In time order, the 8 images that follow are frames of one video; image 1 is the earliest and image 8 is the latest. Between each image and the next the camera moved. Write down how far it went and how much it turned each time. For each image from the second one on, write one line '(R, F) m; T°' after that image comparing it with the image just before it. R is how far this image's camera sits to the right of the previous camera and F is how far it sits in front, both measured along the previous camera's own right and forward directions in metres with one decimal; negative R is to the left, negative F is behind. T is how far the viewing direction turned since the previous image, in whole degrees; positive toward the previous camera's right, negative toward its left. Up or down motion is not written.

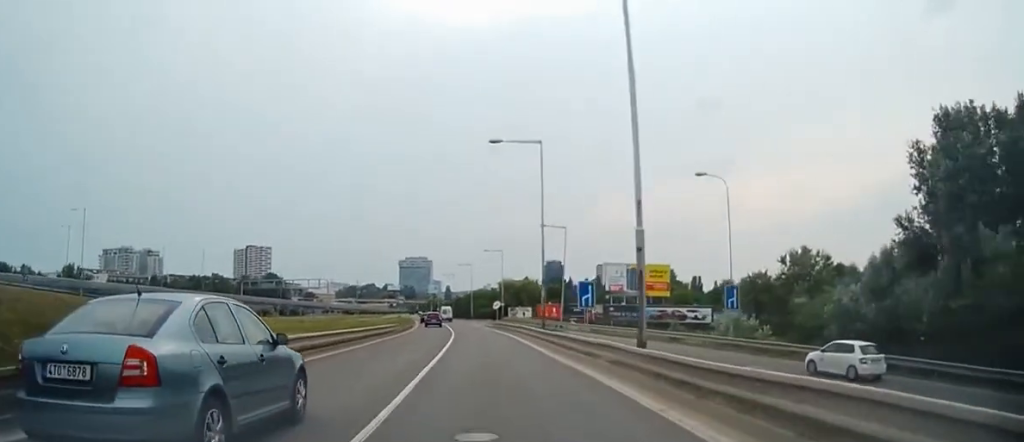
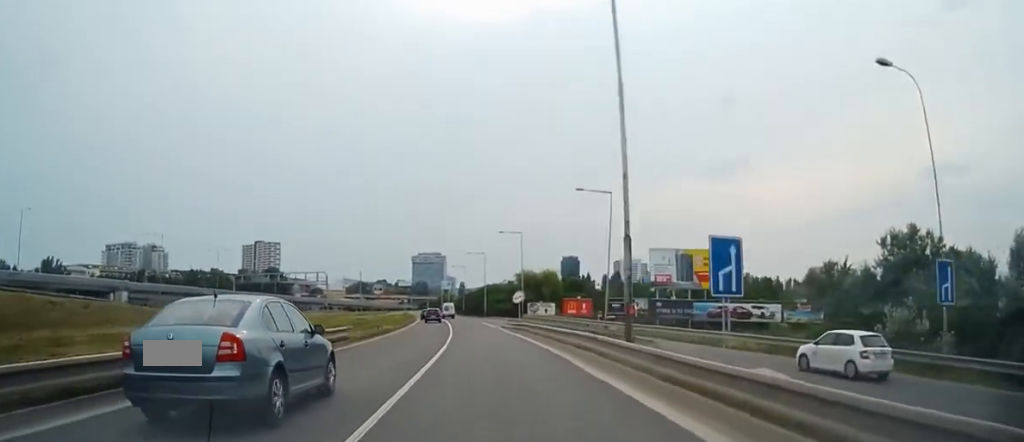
(-0.4, +18.7) m; -1°
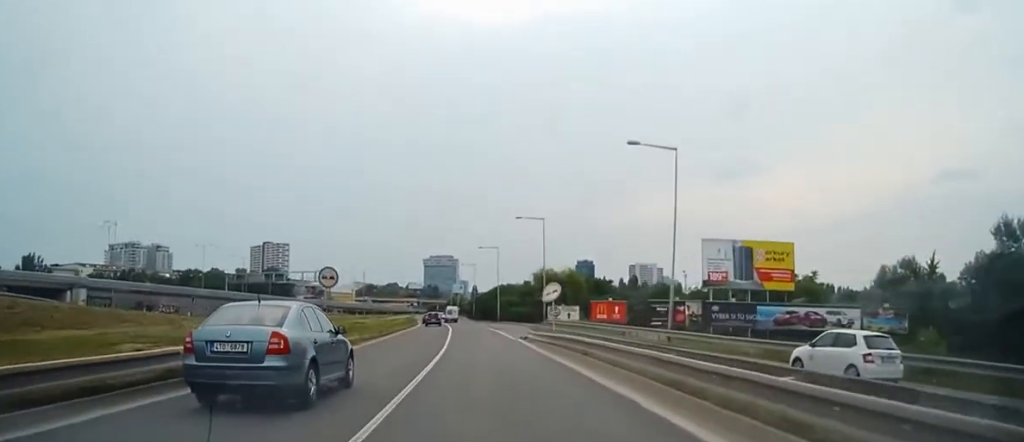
(-0.1, +15.0) m; 0°
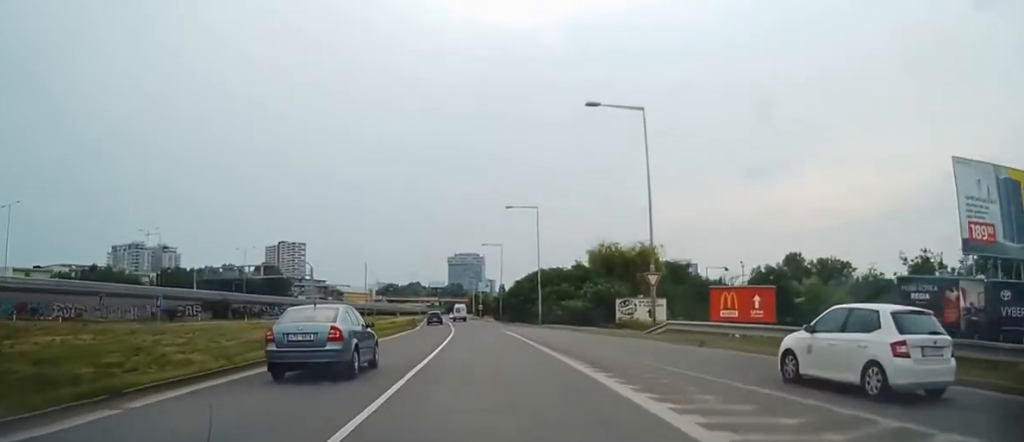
(+0.5, +37.9) m; -1°
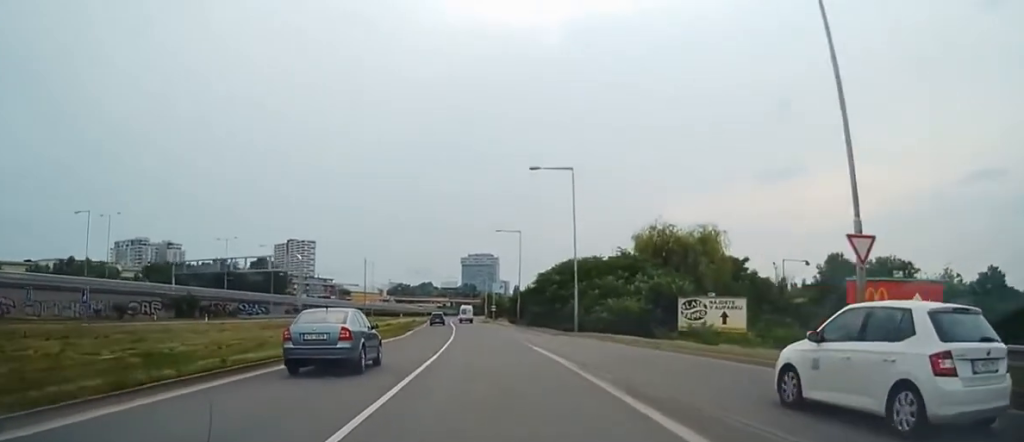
(-0.5, +18.8) m; -2°
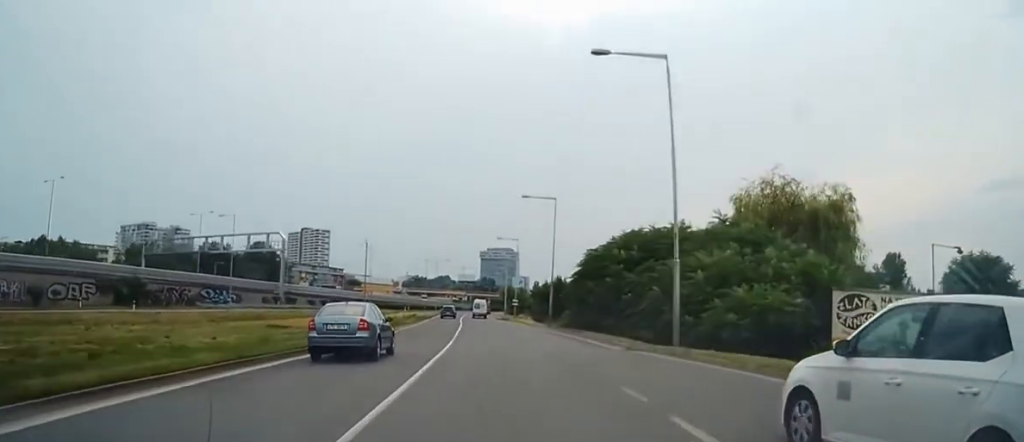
(-0.1, +21.2) m; -5°
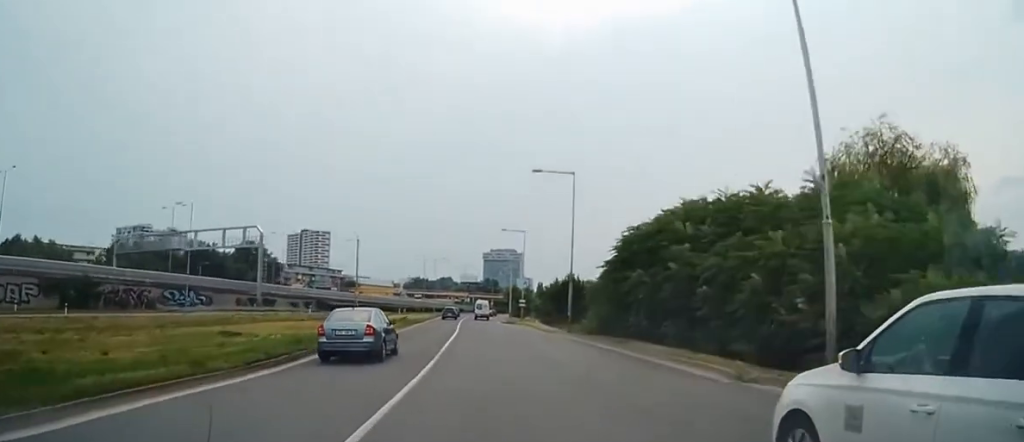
(-0.9, +11.0) m; 0°
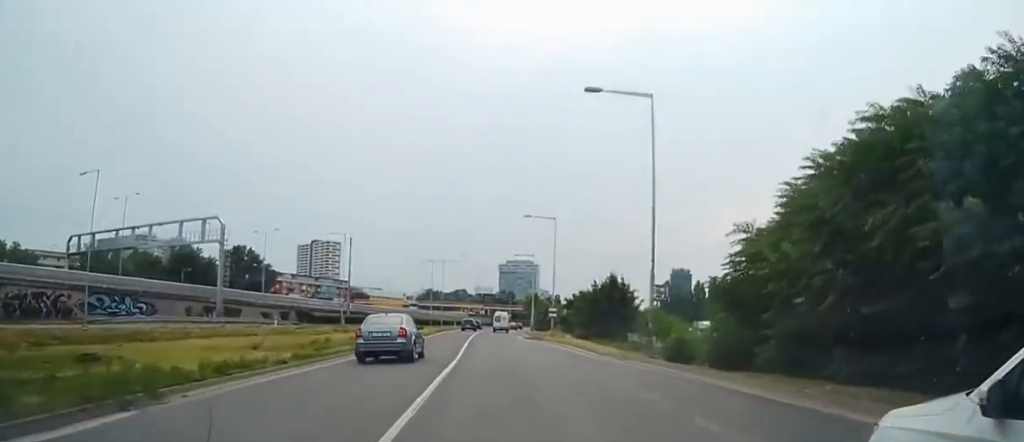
(-0.1, +19.1) m; 0°
